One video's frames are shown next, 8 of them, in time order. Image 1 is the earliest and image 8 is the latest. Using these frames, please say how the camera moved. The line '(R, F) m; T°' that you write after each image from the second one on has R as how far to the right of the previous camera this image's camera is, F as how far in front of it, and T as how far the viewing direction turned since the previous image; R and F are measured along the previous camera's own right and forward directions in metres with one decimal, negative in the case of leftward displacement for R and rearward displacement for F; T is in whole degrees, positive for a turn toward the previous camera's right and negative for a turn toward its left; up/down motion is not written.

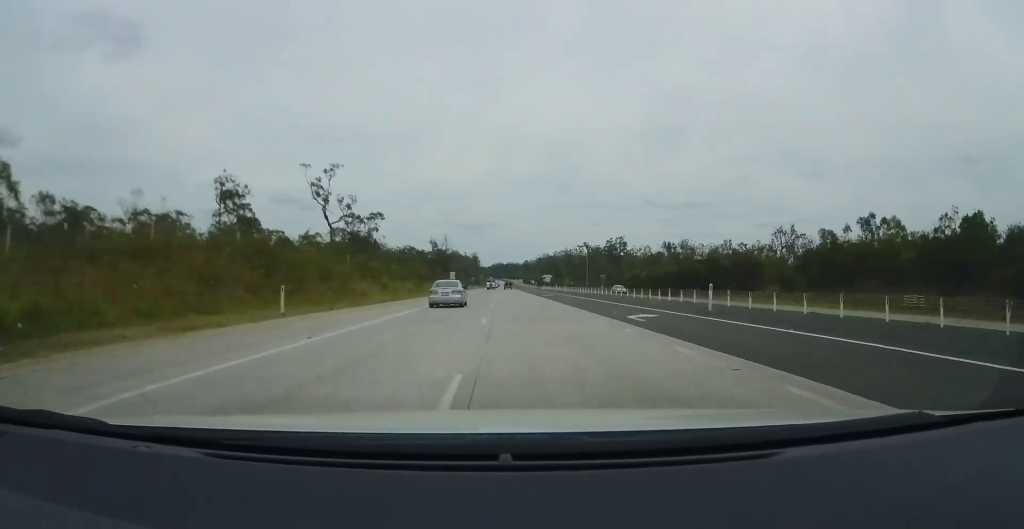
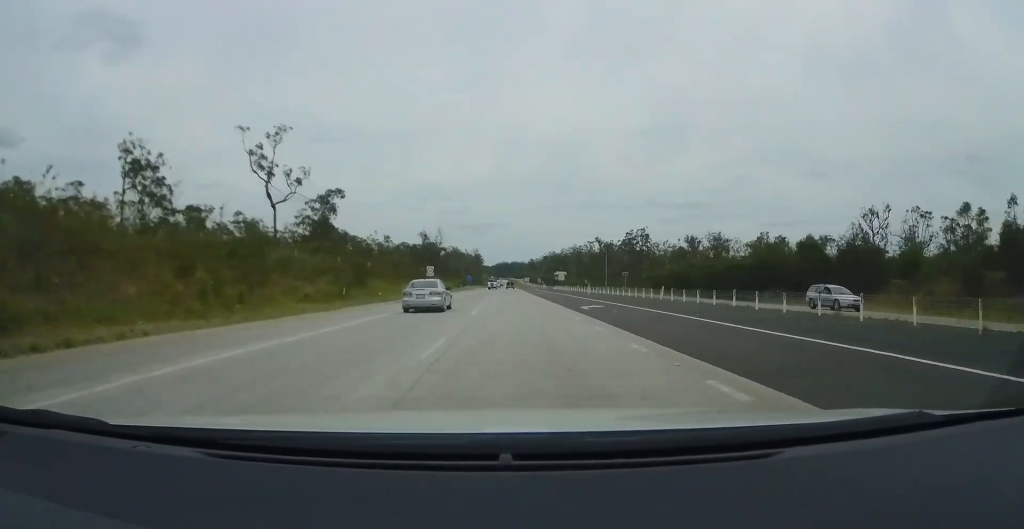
(+0.5, +32.3) m; 0°
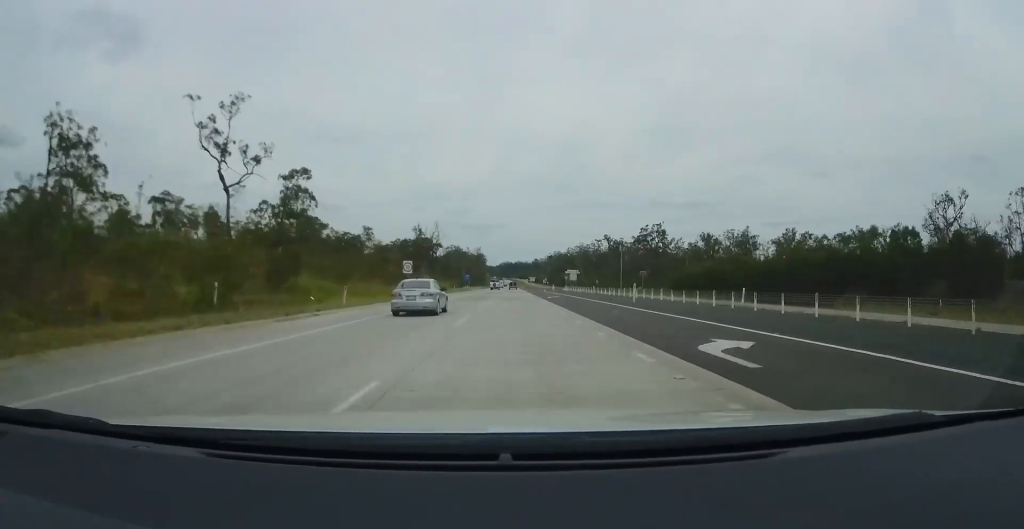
(-0.3, +17.4) m; -1°
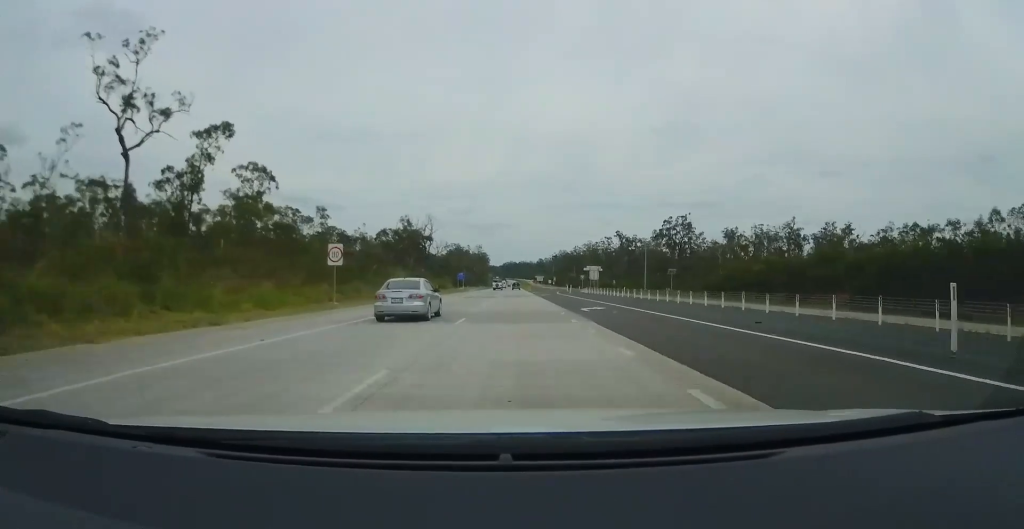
(-0.3, +23.5) m; -1°
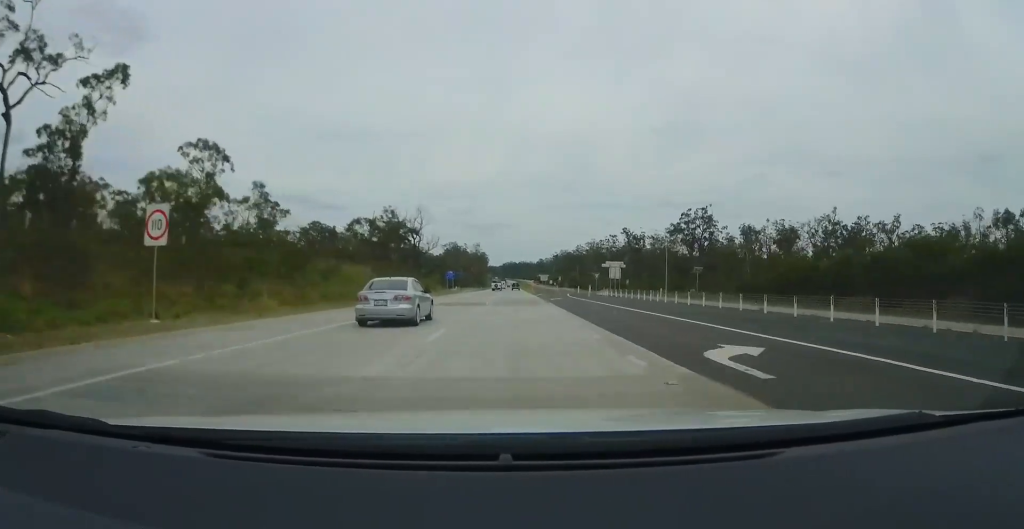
(-0.2, +17.3) m; 0°
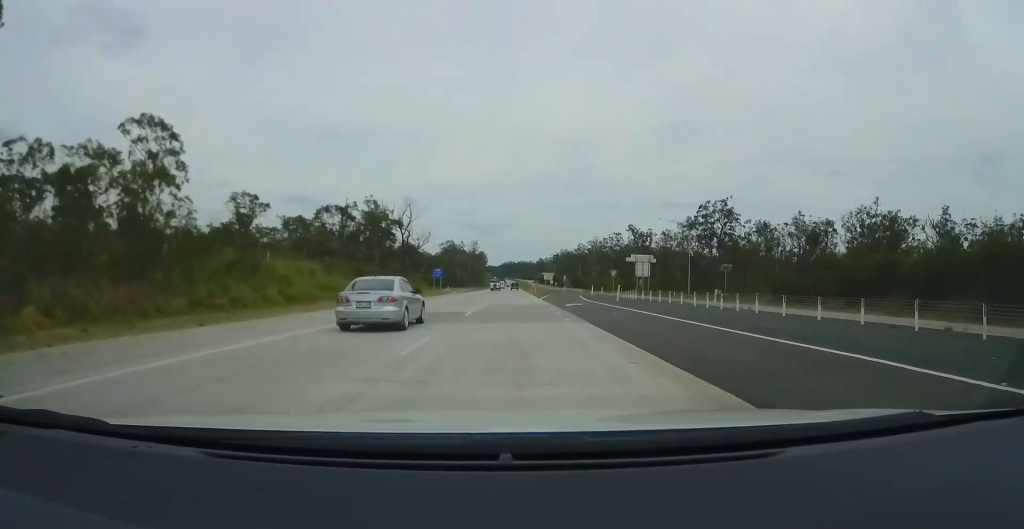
(0.0, +14.9) m; 0°
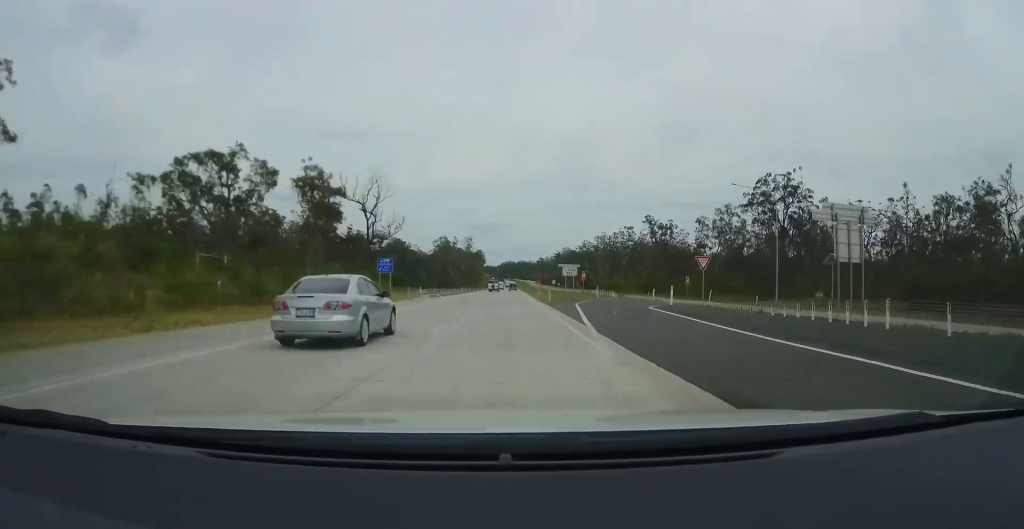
(0.0, +32.4) m; 0°
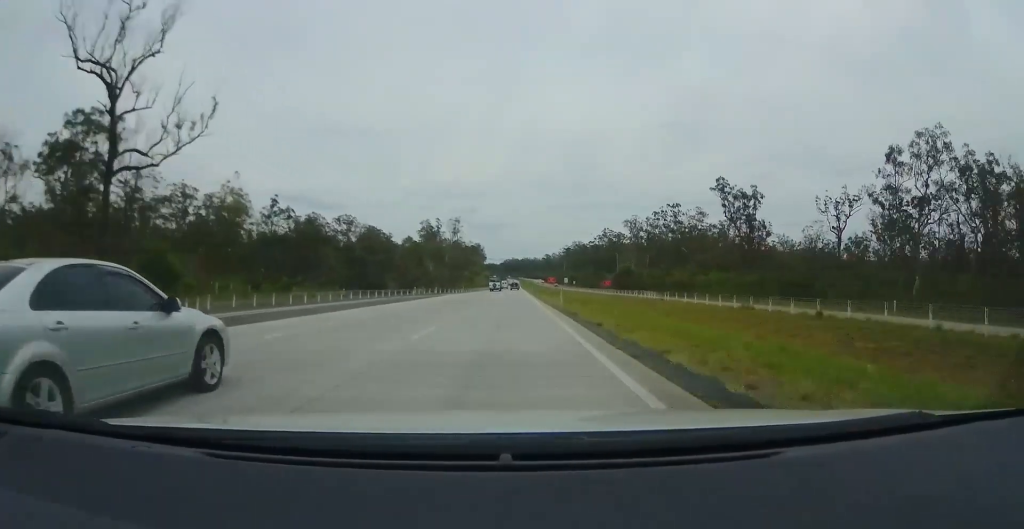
(+0.4, +71.6) m; 0°
